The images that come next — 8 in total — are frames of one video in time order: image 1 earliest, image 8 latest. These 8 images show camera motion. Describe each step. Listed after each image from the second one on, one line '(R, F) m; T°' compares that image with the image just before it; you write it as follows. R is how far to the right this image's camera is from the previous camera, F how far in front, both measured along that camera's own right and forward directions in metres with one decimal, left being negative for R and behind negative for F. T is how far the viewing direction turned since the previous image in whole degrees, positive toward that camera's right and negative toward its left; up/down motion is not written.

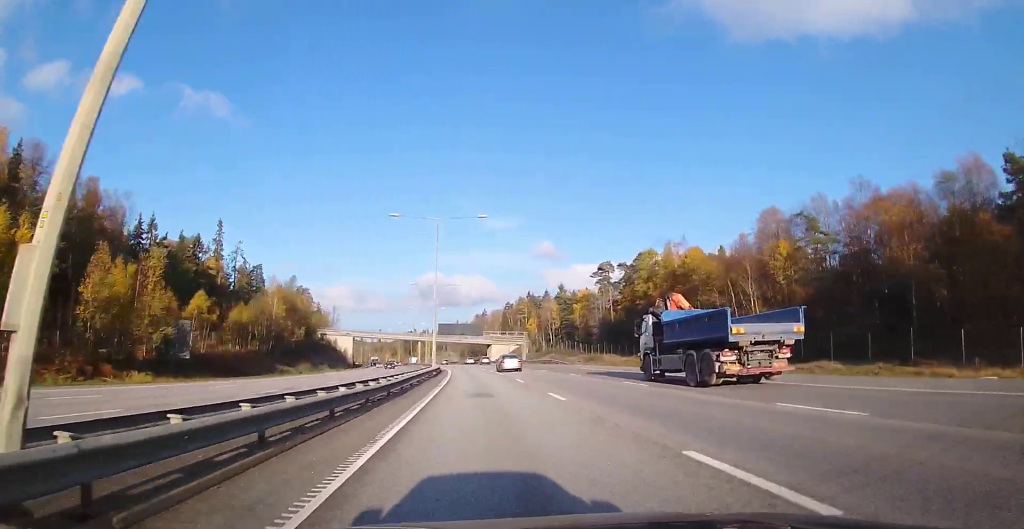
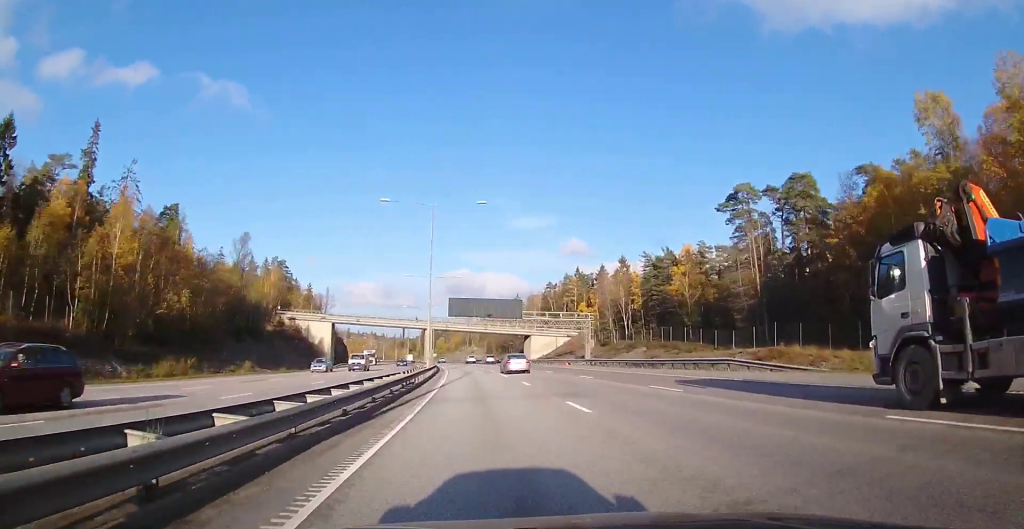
(-1.2, +51.3) m; -3°
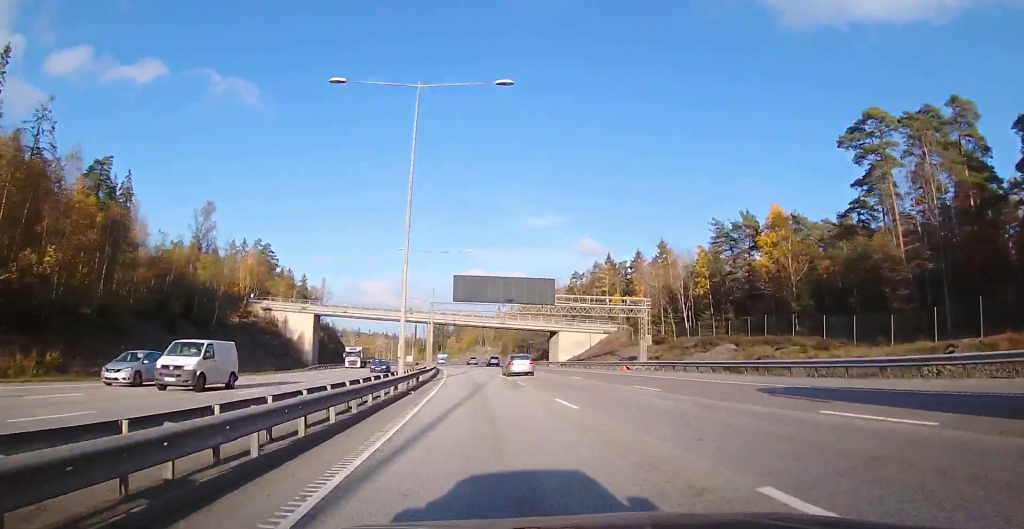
(-0.3, +22.2) m; -1°
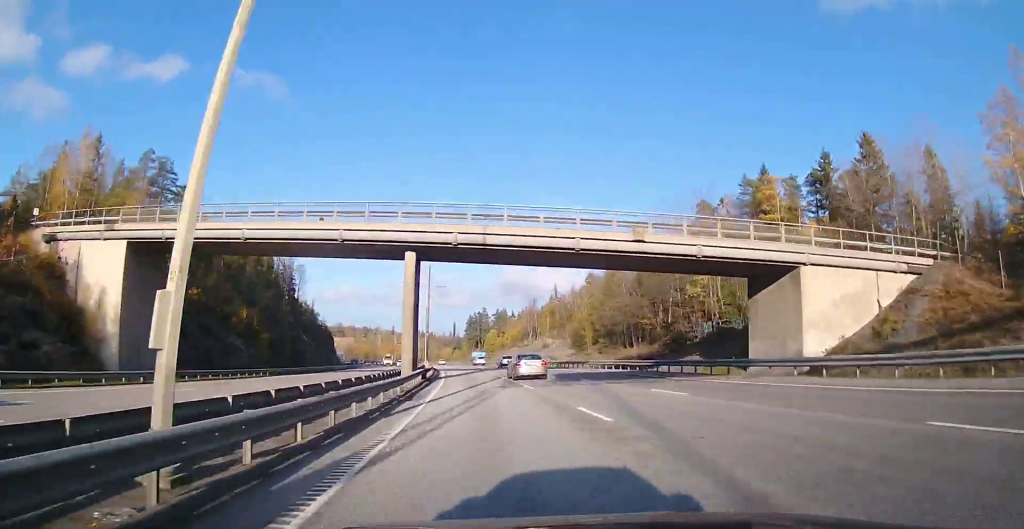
(-1.7, +62.8) m; -4°
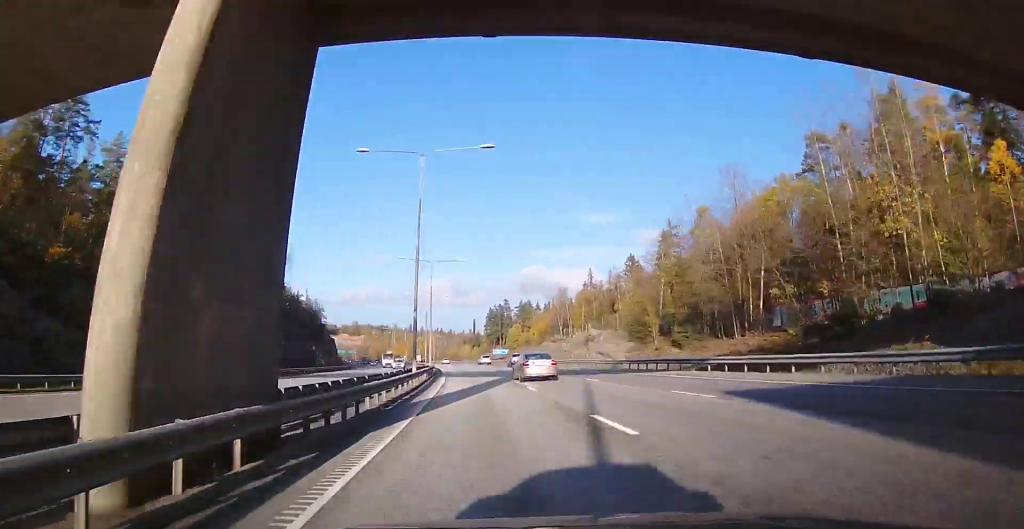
(-0.6, +25.7) m; -2°
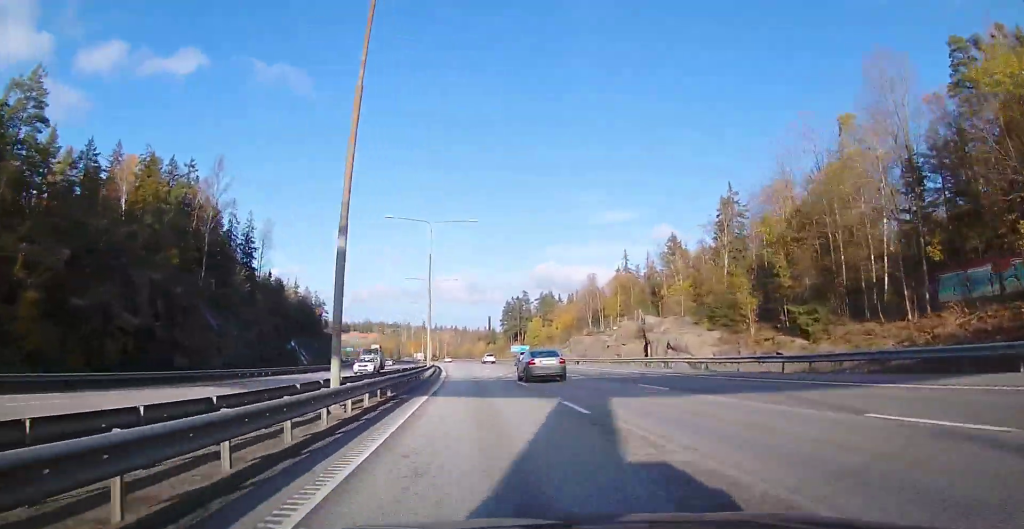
(-0.3, +21.0) m; -2°
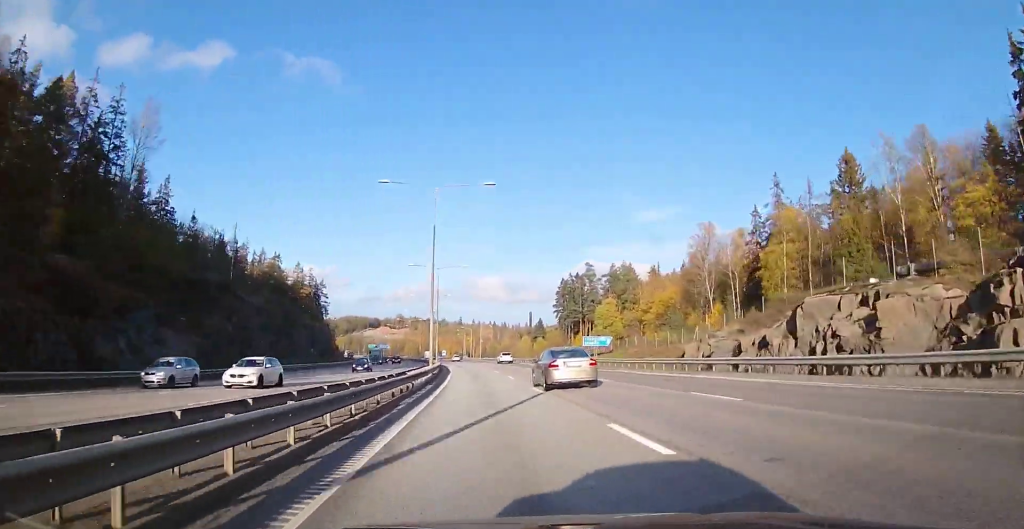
(-2.0, +52.0) m; -5°
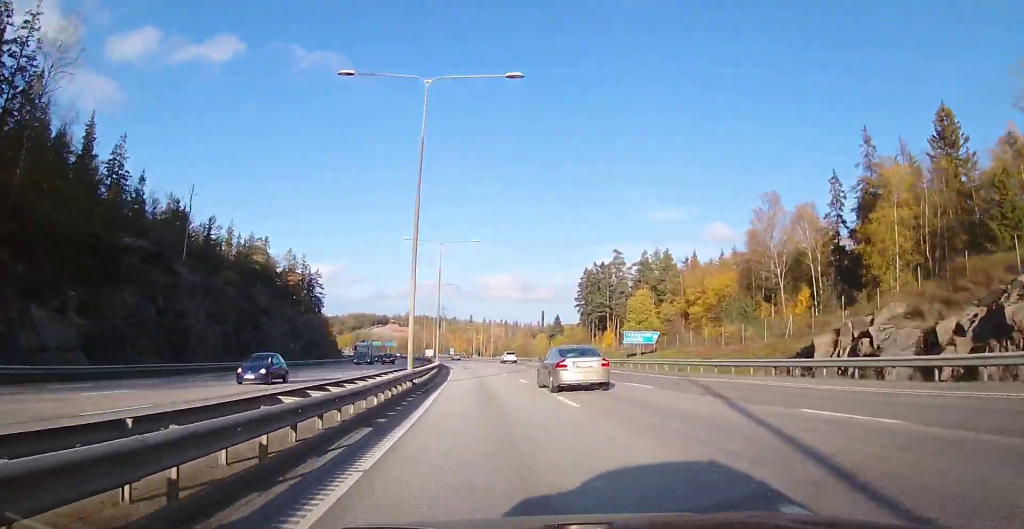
(-0.2, +17.3) m; -1°
